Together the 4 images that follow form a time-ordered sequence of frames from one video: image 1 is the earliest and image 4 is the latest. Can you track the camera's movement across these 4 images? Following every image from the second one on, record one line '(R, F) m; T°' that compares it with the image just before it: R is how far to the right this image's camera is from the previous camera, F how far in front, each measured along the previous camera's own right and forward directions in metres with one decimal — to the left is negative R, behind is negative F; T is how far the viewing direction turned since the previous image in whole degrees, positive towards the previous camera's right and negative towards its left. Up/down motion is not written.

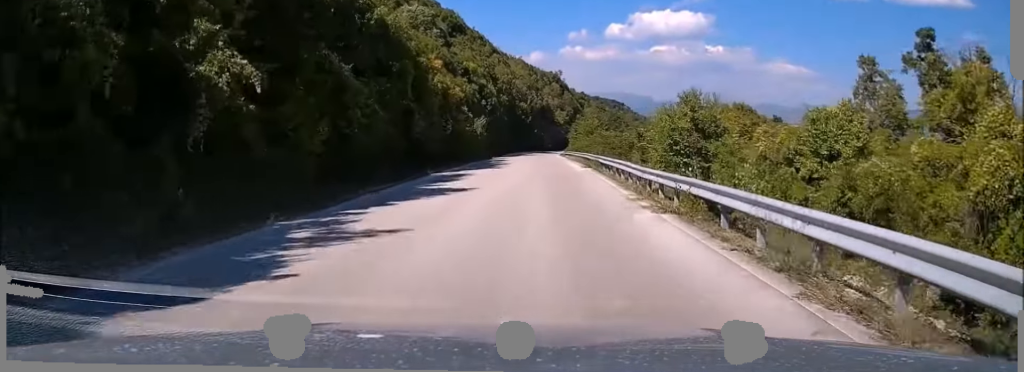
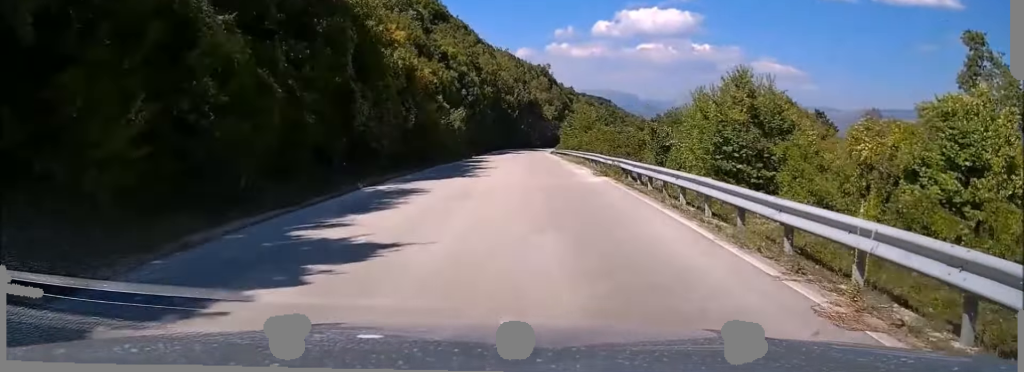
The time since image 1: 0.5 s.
(+0.2, +10.6) m; +1°
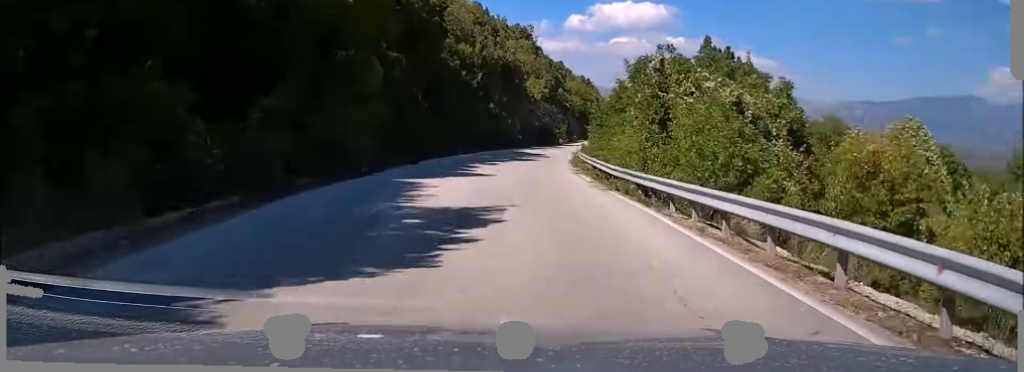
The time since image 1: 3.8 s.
(+1.6, +69.8) m; +3°
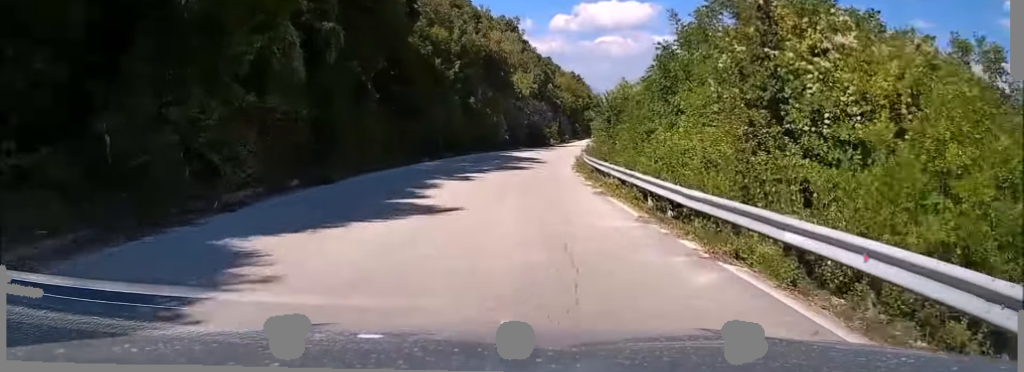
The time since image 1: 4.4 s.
(+0.2, +11.5) m; +1°
